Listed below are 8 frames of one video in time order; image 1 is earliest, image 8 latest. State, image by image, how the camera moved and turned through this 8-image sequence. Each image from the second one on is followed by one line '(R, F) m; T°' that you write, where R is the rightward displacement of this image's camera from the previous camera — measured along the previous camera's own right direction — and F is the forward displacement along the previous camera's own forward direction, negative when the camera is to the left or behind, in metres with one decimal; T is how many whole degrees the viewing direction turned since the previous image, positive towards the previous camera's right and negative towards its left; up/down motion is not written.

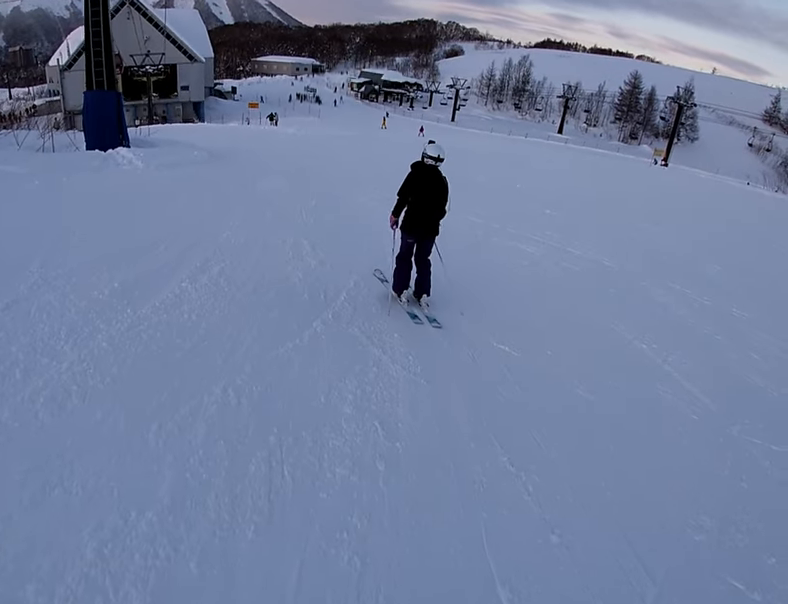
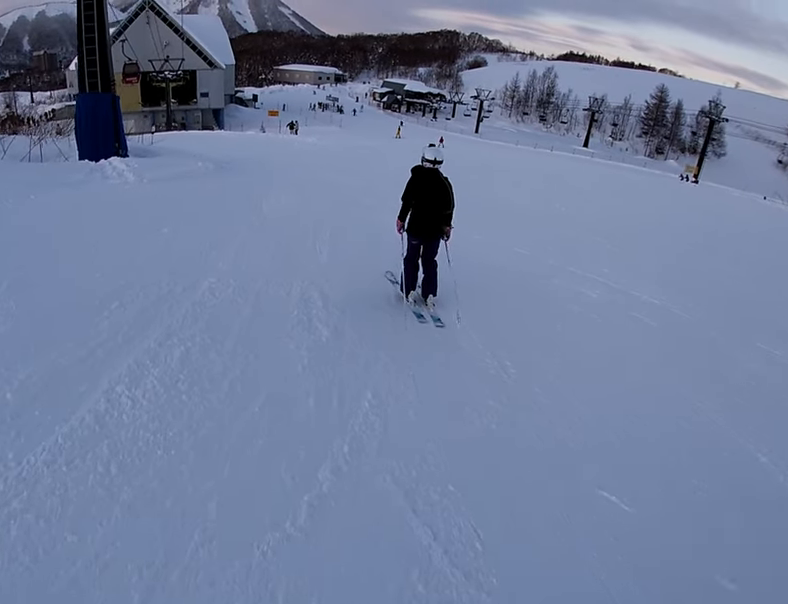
(+0.6, +1.9) m; -1°
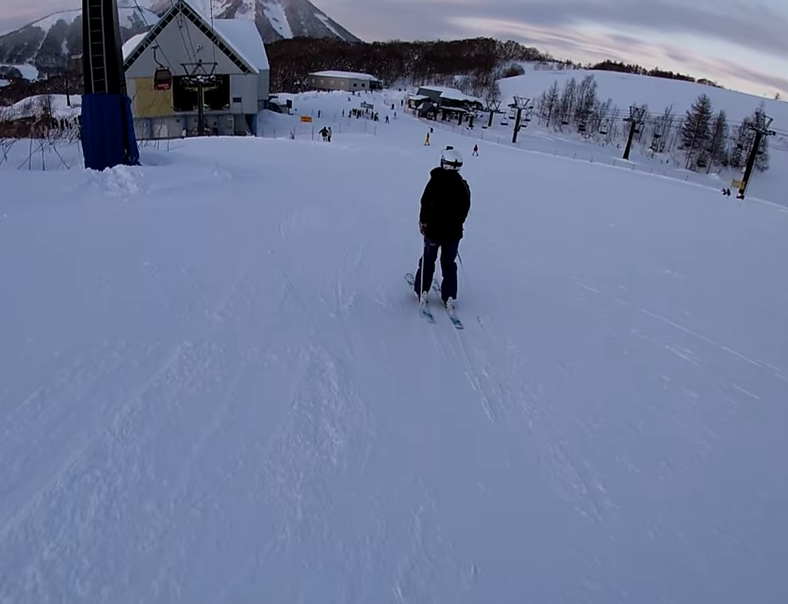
(0.0, +1.5) m; -4°
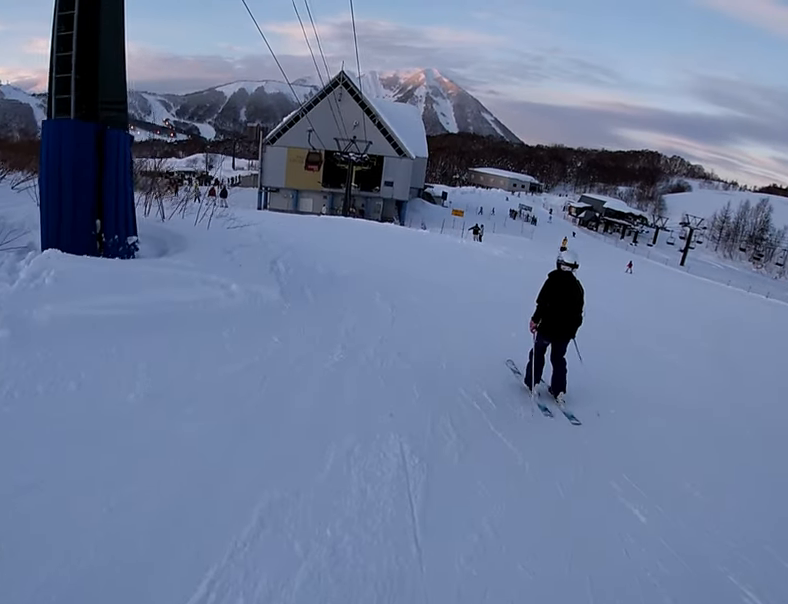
(-1.6, +6.3) m; -15°
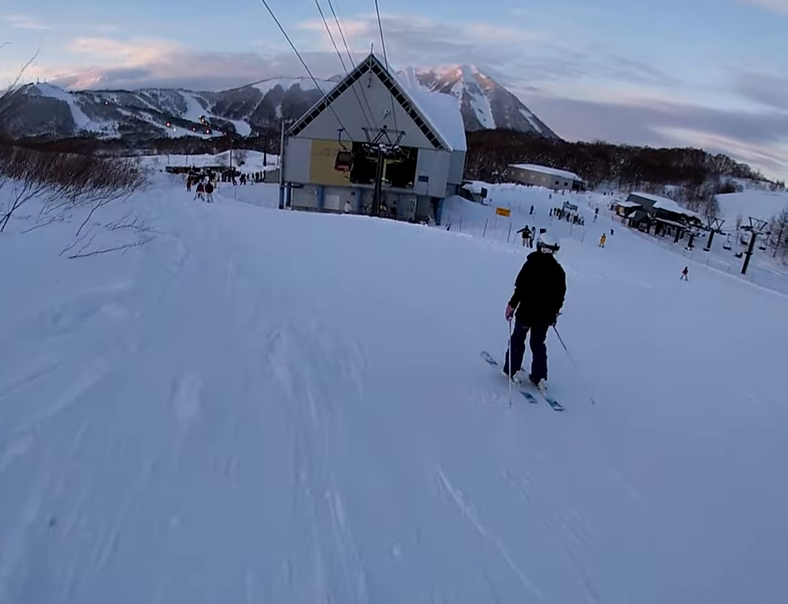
(0.0, +6.5) m; -3°
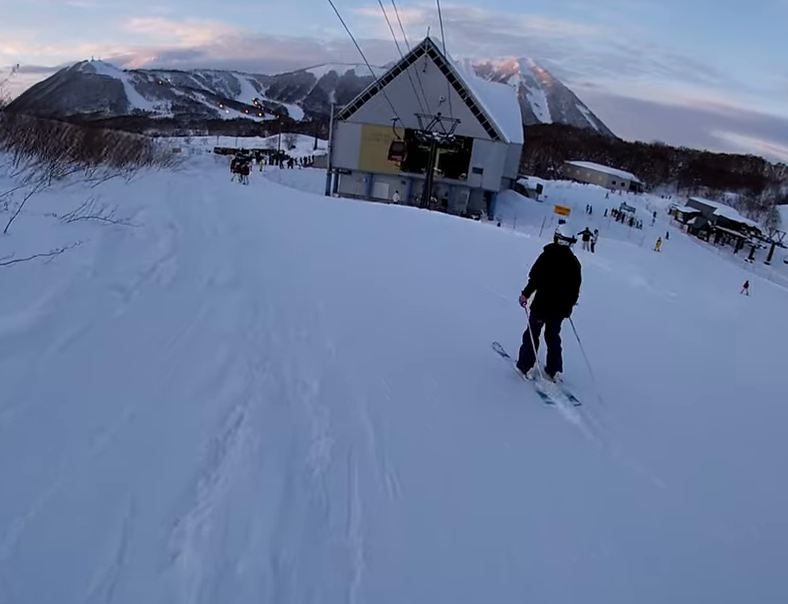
(+0.1, +2.4) m; -6°
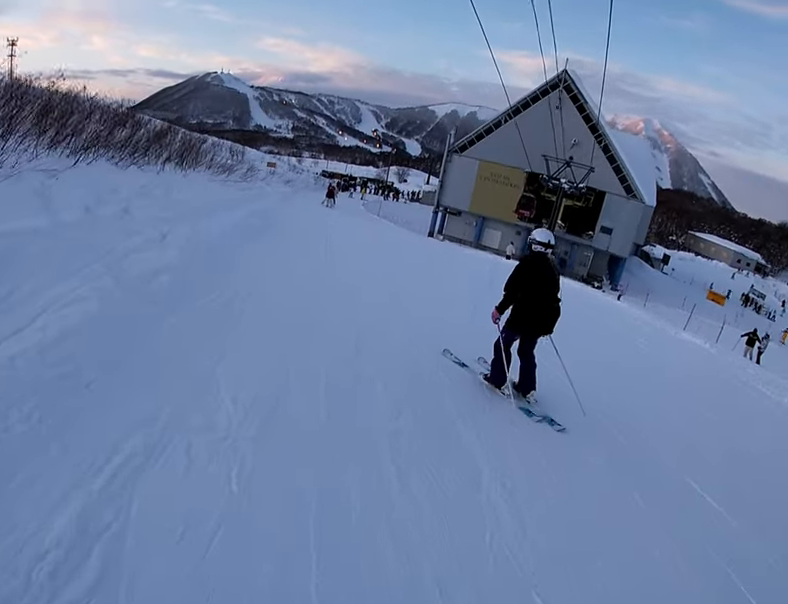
(-1.5, +6.3) m; -22°
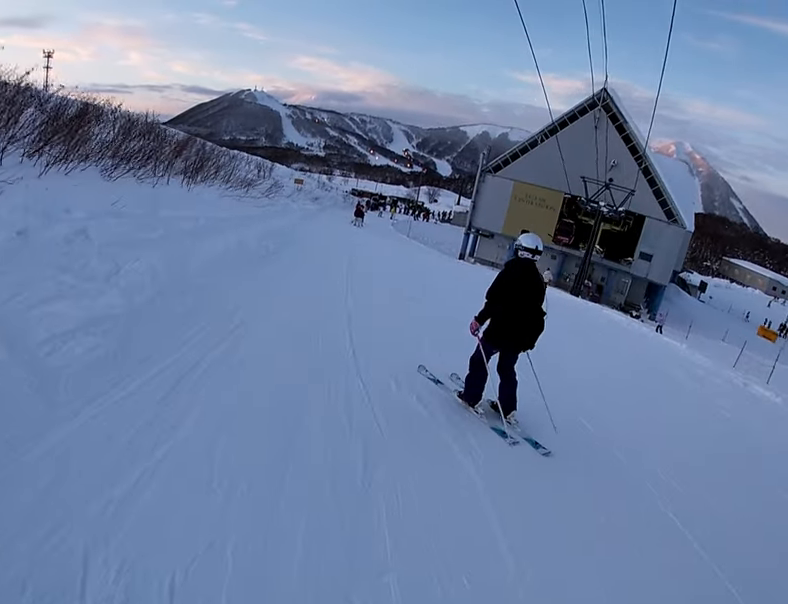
(-0.1, +1.8) m; 0°
